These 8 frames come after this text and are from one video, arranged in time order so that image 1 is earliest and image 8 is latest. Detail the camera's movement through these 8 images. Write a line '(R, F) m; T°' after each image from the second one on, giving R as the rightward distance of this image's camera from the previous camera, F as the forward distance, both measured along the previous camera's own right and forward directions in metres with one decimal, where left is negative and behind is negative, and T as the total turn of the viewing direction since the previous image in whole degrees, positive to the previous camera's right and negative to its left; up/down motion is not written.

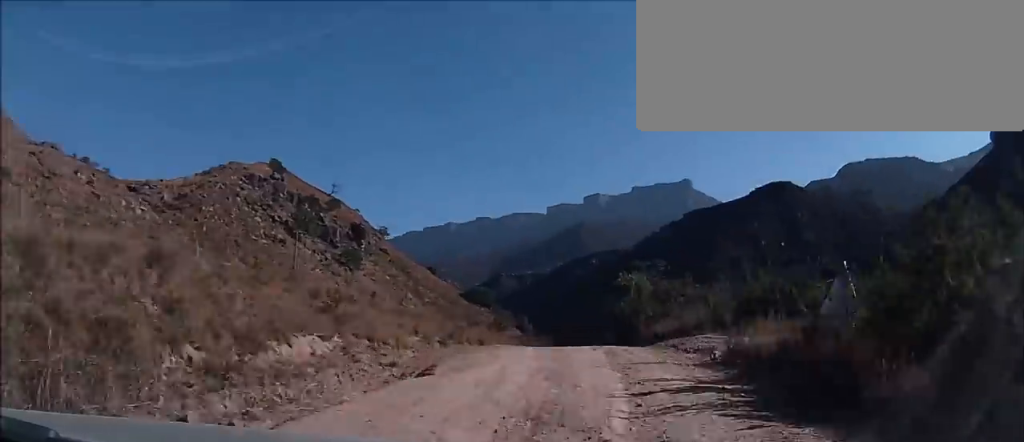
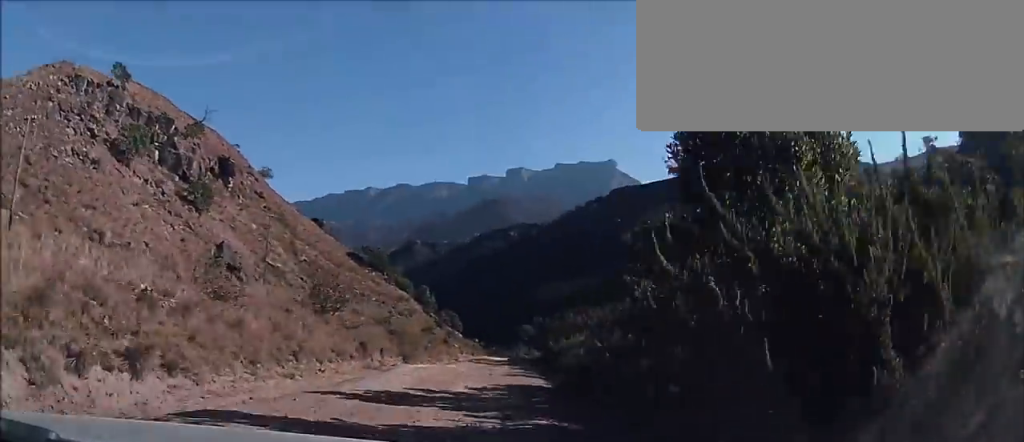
(+1.4, +30.3) m; +4°
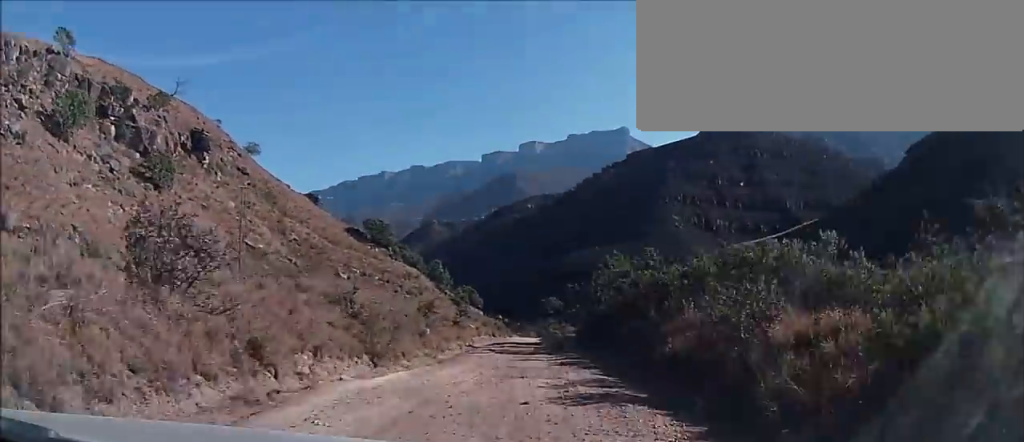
(+0.3, +16.5) m; +1°
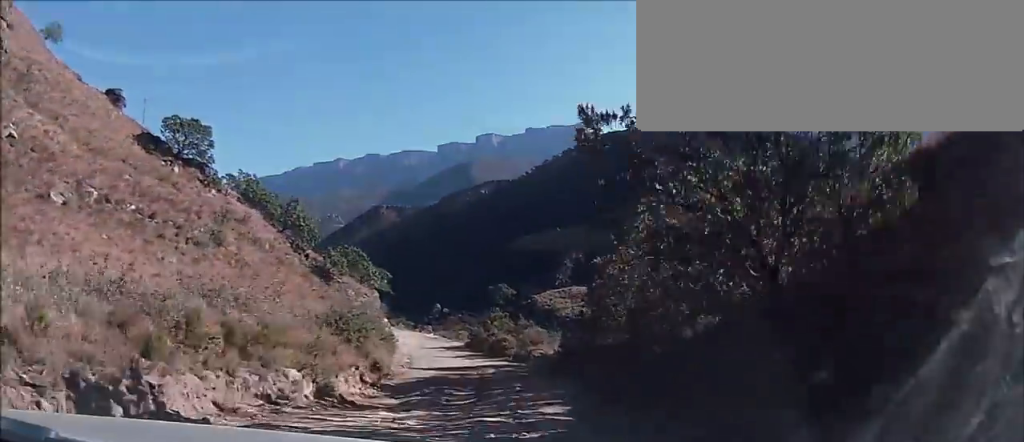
(+0.5, +46.5) m; -1°
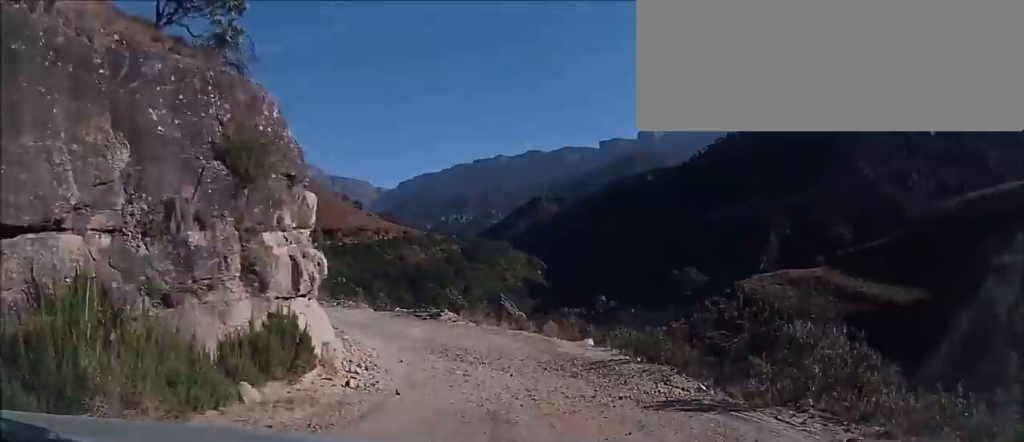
(-9.0, +60.9) m; -22°
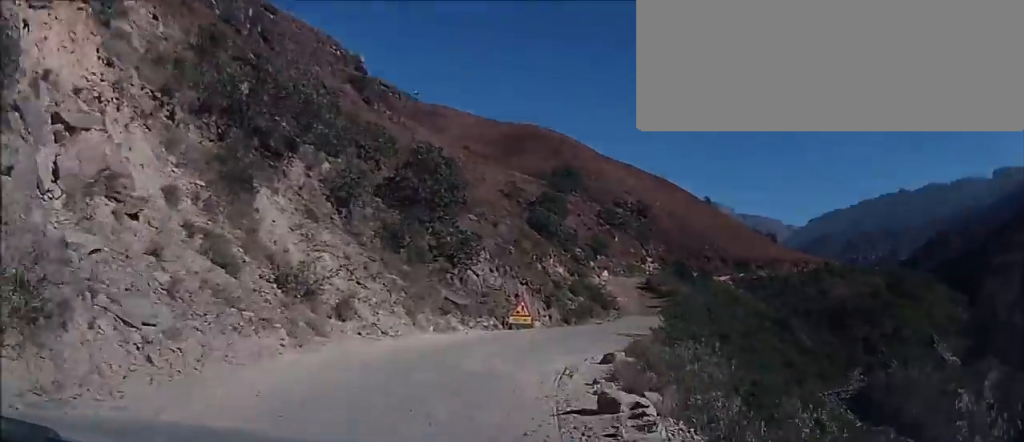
(-4.0, +30.1) m; -9°
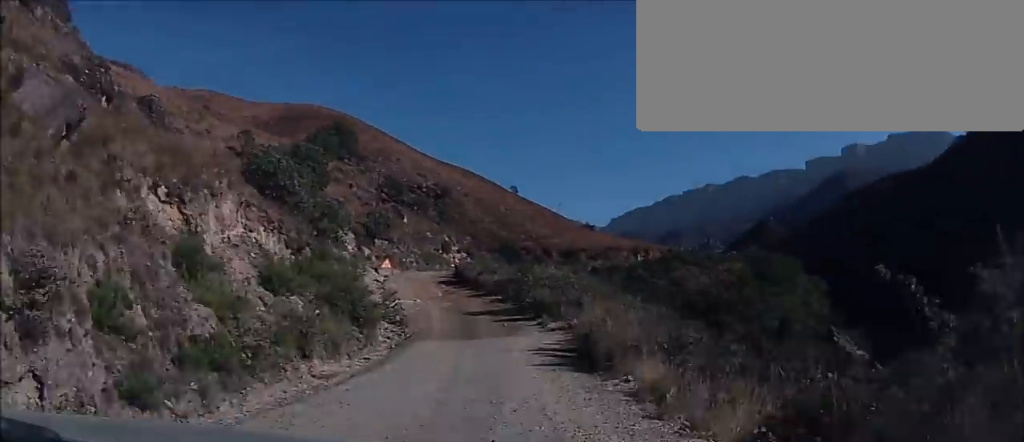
(-2.2, +35.6) m; -2°
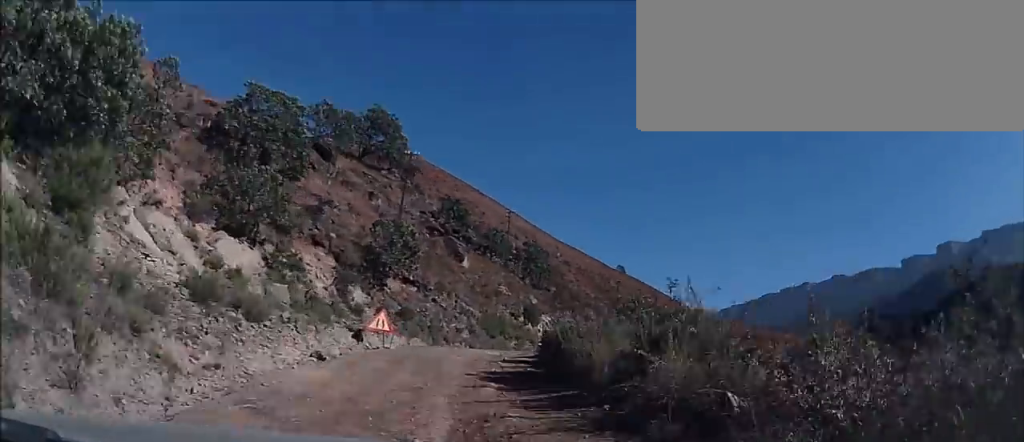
(+0.7, +27.5) m; +2°
